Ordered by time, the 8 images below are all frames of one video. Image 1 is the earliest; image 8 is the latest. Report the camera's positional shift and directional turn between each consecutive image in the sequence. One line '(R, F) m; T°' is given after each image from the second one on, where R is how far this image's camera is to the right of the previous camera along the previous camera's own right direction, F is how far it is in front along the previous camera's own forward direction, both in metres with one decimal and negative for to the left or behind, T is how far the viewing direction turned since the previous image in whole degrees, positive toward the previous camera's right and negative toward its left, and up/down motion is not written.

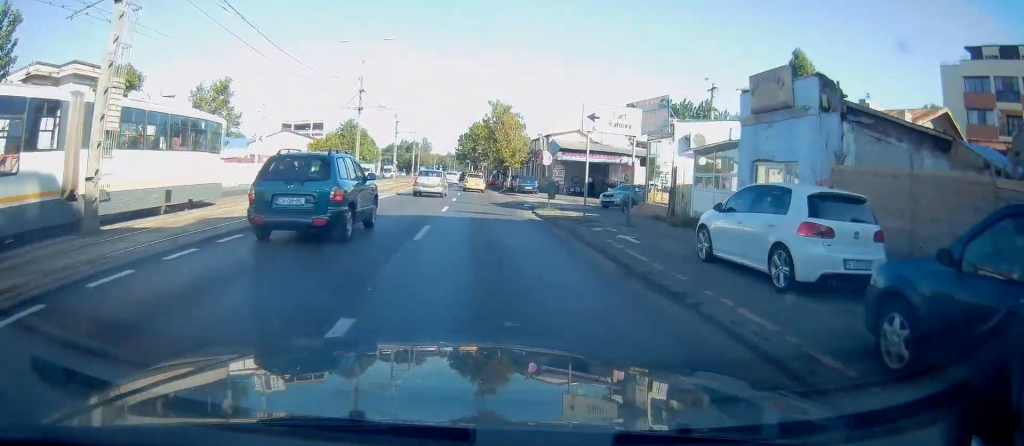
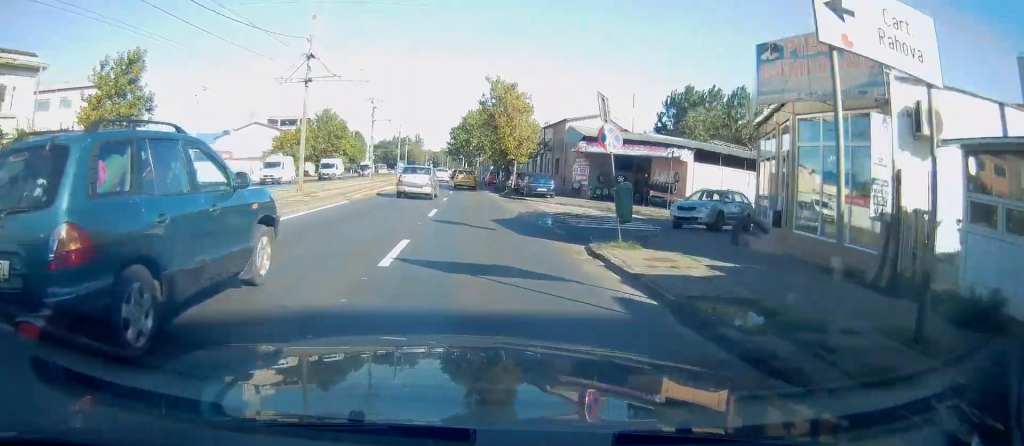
(+0.1, +12.6) m; 0°
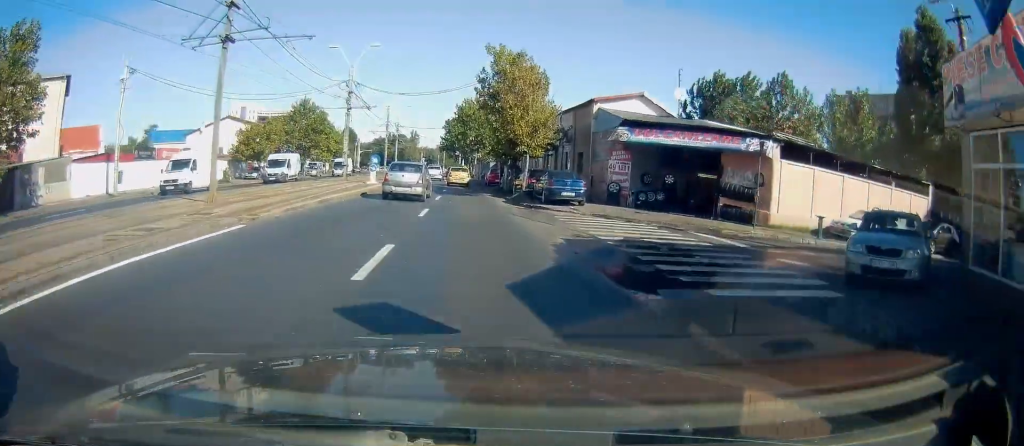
(0.0, +10.1) m; 0°
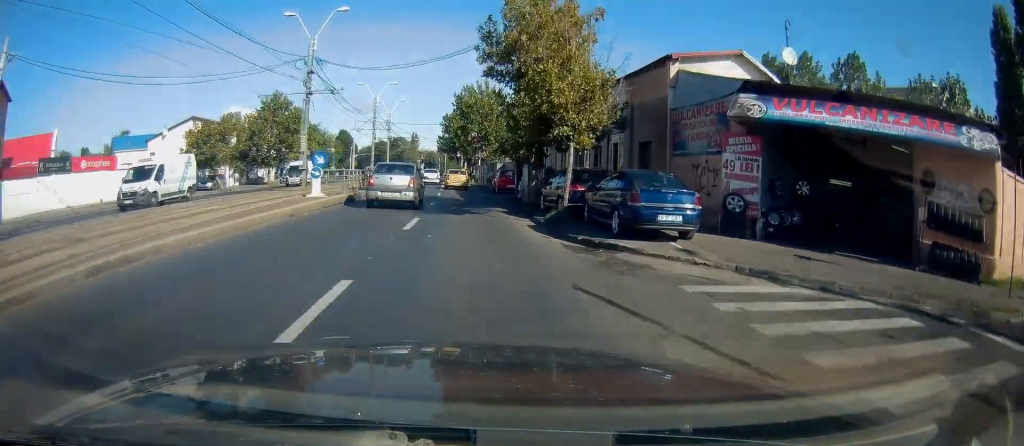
(-0.1, +12.0) m; 0°
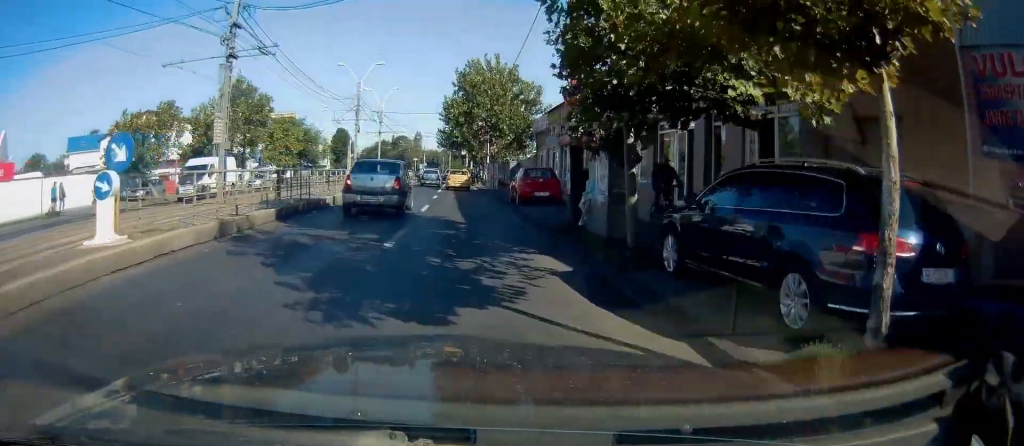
(0.0, +12.5) m; -1°
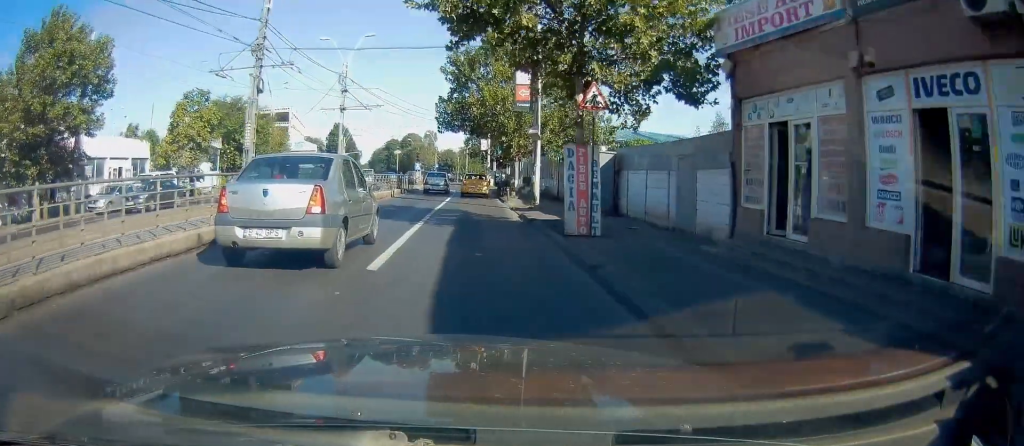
(-0.4, +28.3) m; -1°
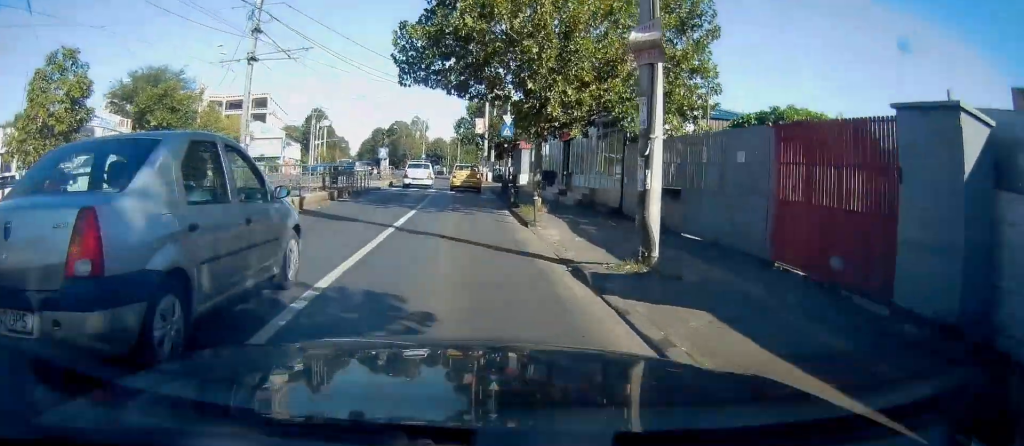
(-0.3, +15.6) m; -2°
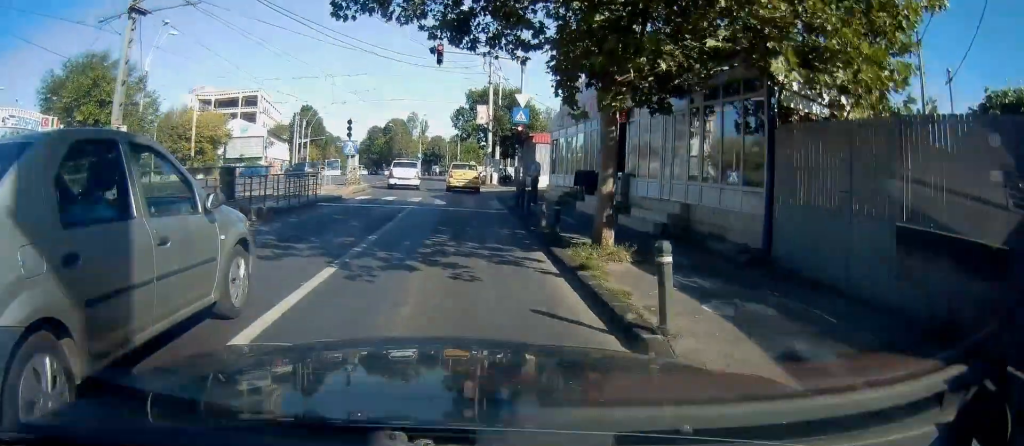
(0.0, +9.9) m; +2°
